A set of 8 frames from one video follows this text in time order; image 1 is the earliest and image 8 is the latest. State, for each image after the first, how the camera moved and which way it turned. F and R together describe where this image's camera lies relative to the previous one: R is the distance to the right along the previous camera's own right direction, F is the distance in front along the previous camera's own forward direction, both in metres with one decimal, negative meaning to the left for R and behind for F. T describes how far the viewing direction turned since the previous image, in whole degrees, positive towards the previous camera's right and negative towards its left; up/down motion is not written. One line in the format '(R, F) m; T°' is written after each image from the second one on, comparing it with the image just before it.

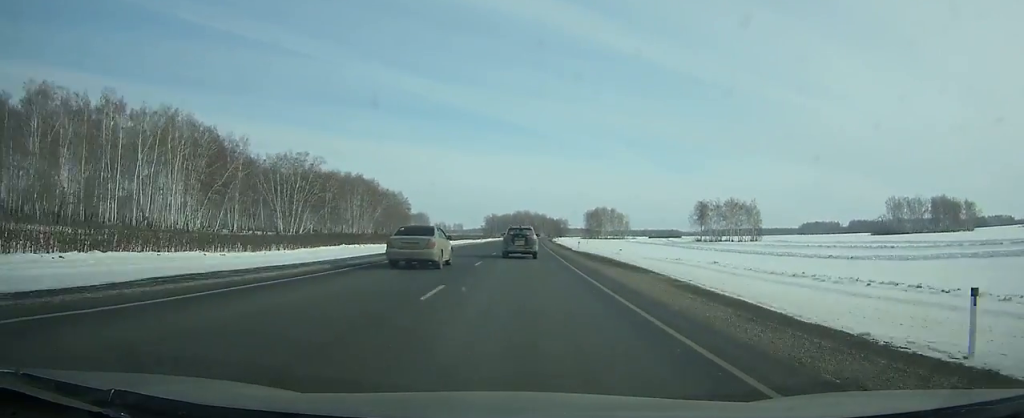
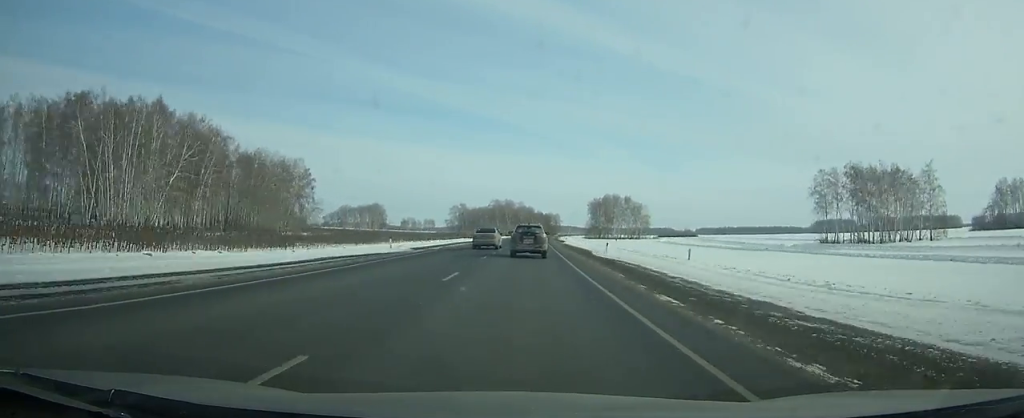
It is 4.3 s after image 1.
(+1.2, +115.8) m; +2°
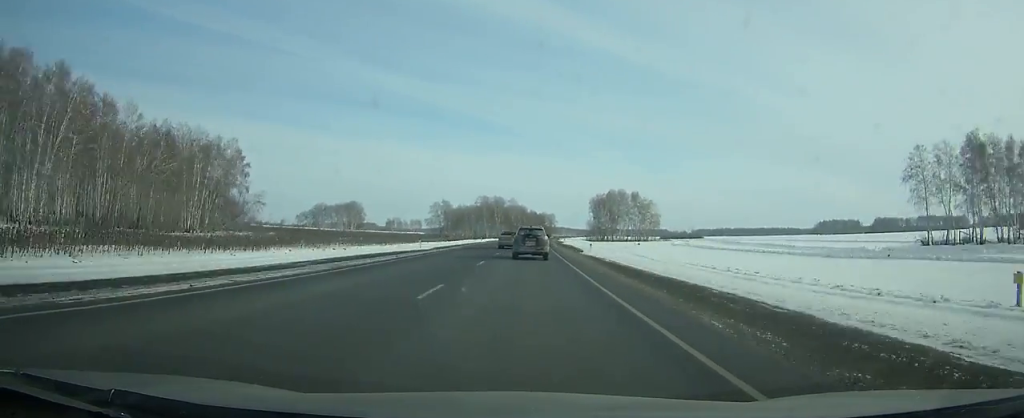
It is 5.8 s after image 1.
(+0.4, +40.0) m; +1°
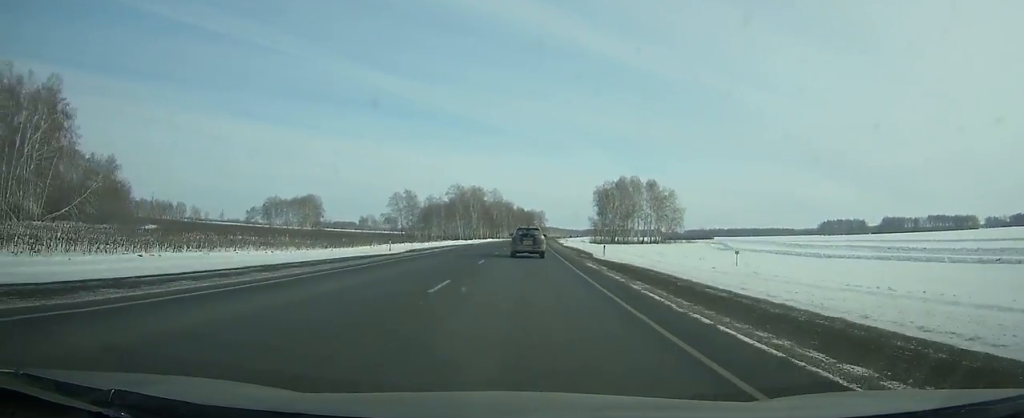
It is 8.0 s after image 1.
(+0.5, +58.5) m; +1°
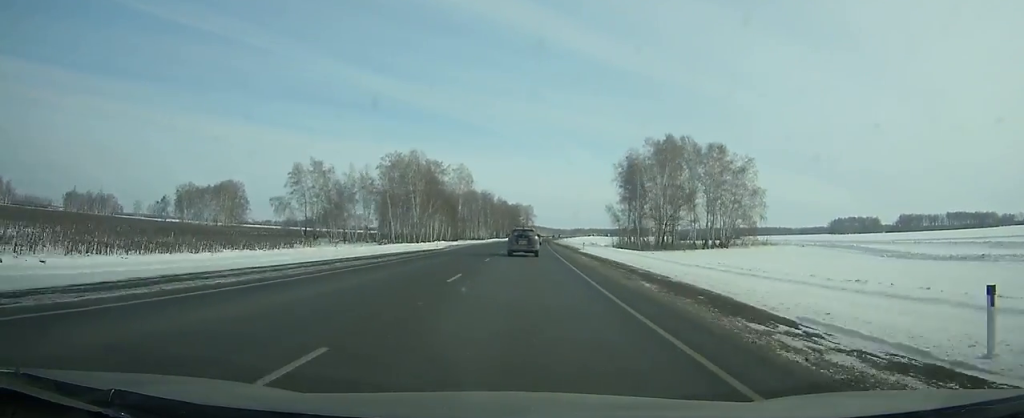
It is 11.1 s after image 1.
(+1.2, +83.0) m; +2°
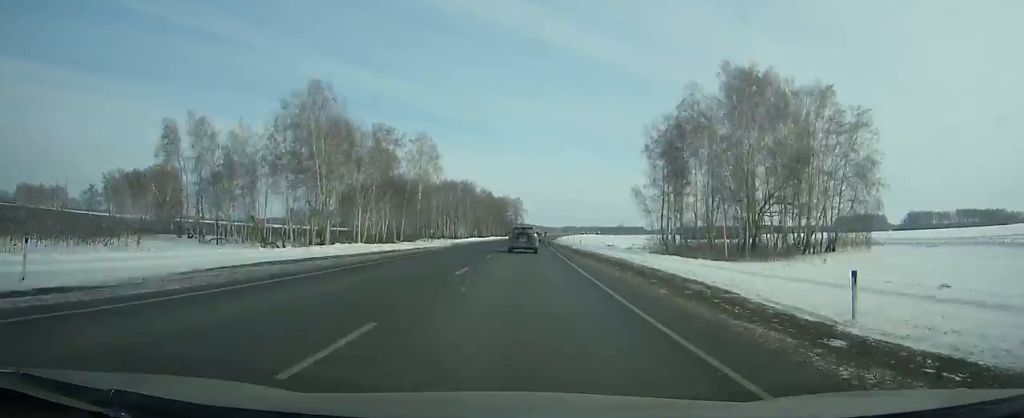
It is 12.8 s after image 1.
(+0.6, +46.4) m; +1°
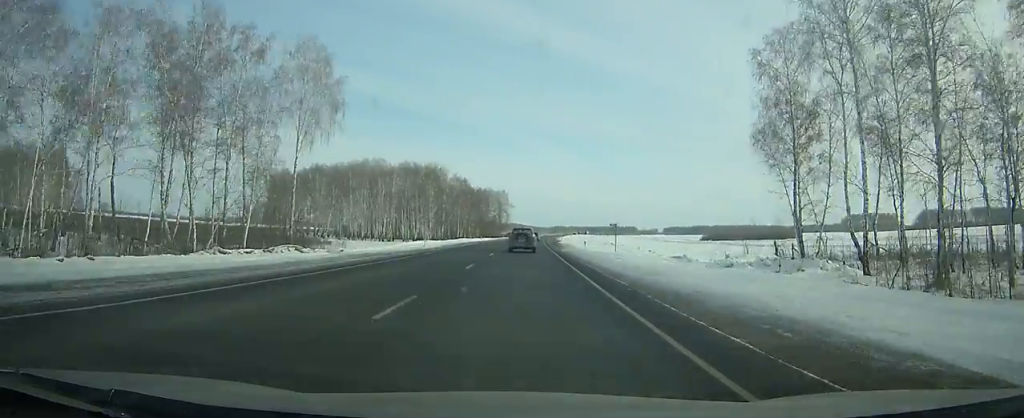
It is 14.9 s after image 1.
(+0.6, +58.1) m; +1°
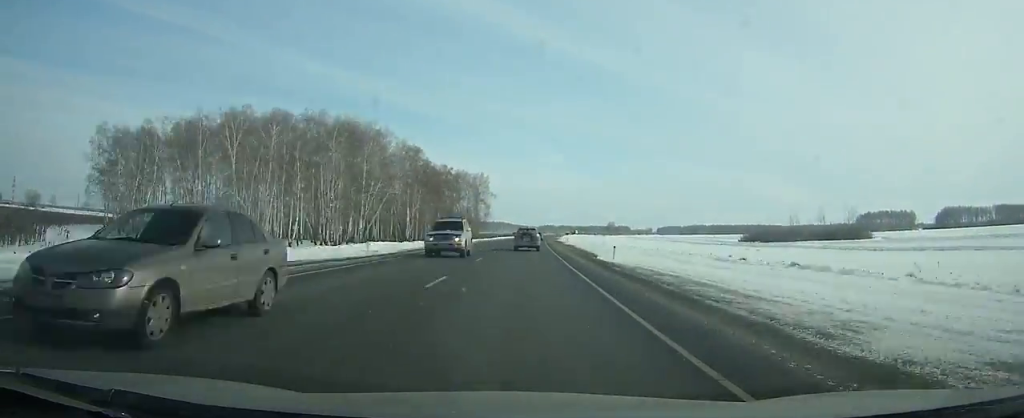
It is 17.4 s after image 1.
(+0.7, +70.9) m; +1°
